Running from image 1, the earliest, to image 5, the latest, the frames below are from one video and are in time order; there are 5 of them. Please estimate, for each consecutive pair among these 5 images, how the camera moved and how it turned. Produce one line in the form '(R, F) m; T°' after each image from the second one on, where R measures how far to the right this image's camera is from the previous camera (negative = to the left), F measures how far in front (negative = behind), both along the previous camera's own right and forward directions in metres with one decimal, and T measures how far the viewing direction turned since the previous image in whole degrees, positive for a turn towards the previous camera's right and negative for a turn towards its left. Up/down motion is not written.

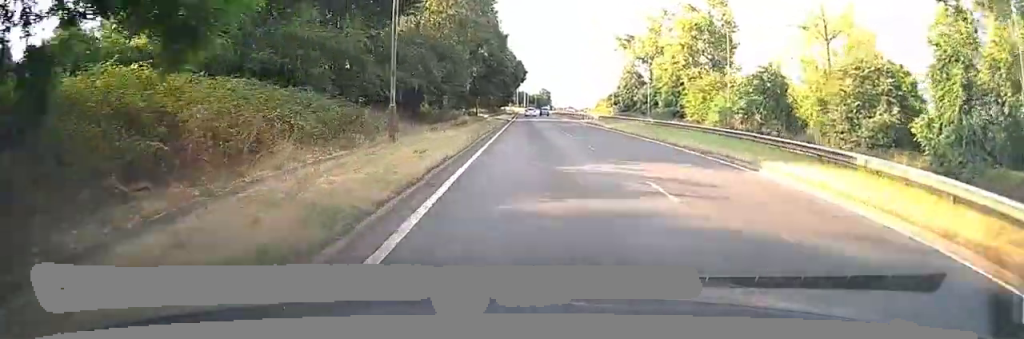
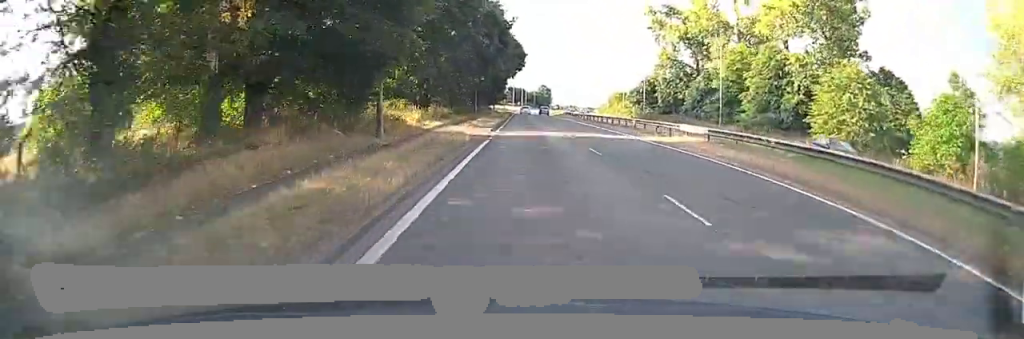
(0.0, +38.7) m; 0°
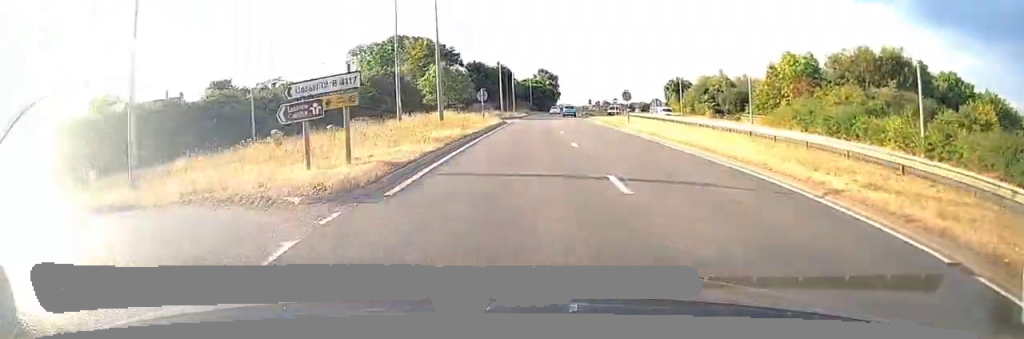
(+1.2, +147.0) m; +1°
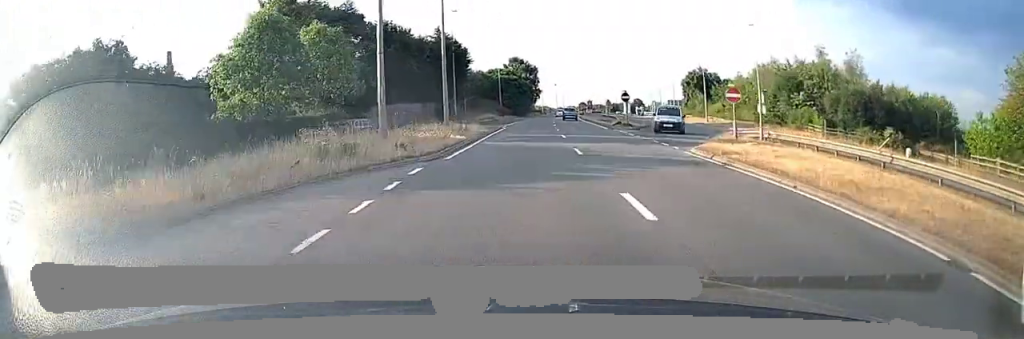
(+0.7, +42.8) m; +2°
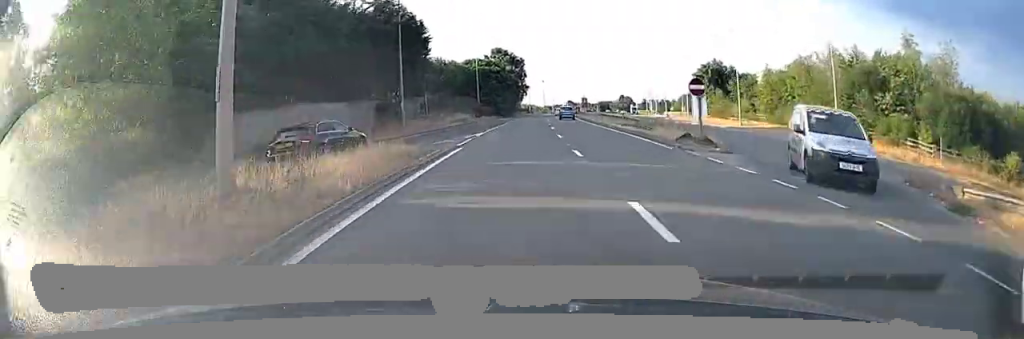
(+0.2, +18.7) m; +1°
